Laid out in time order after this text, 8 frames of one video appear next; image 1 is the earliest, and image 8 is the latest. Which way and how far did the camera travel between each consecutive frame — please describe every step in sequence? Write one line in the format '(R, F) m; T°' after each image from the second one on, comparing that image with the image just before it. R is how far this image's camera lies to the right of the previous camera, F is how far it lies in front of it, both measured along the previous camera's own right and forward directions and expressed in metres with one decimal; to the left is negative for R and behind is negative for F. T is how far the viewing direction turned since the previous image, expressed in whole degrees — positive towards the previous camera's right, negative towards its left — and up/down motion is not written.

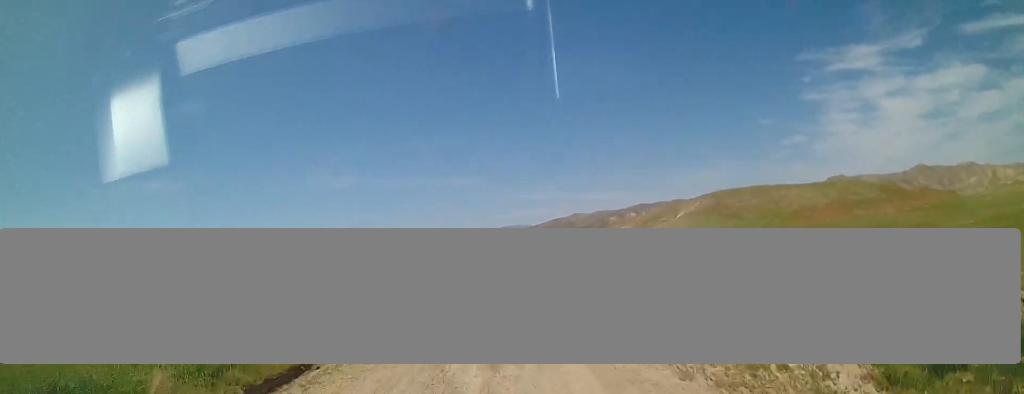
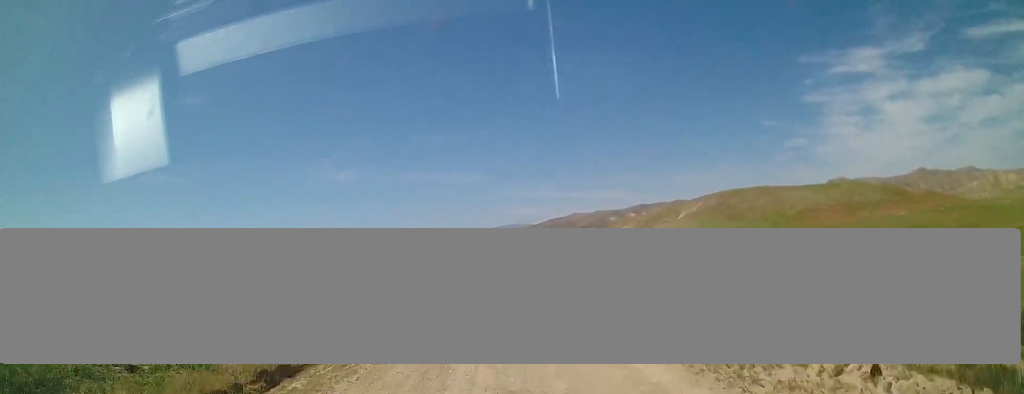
(0.0, +6.2) m; +1°
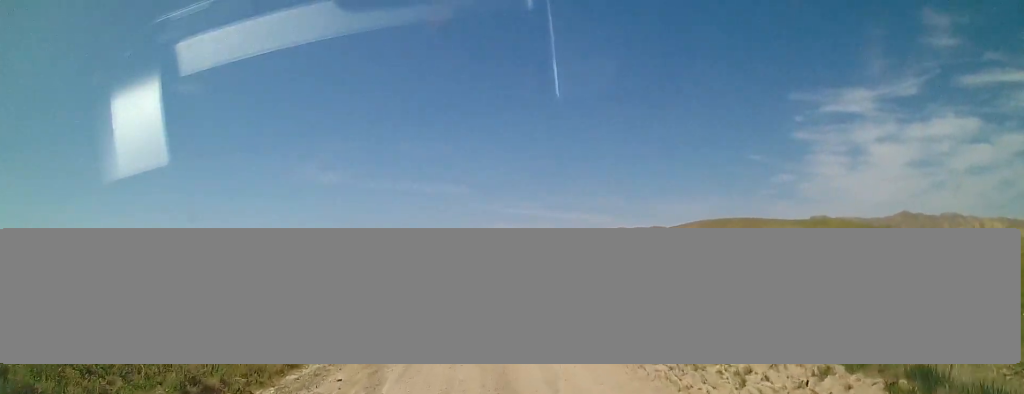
(+0.4, +13.0) m; +3°
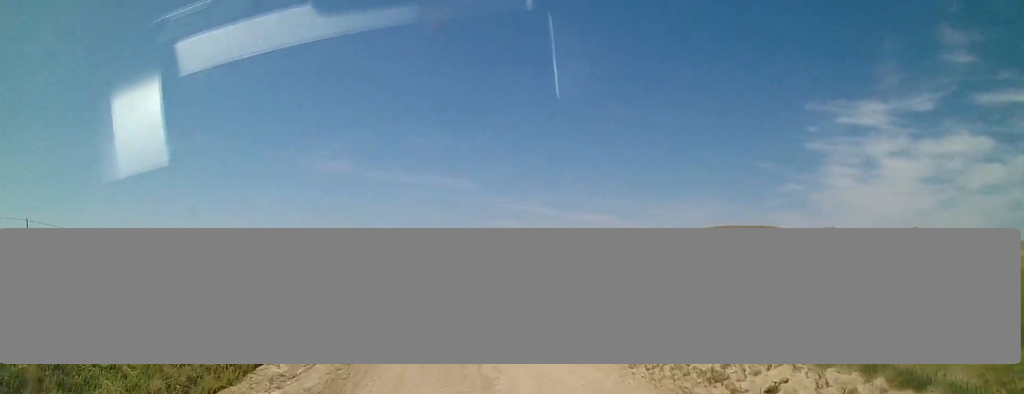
(0.0, +8.4) m; -3°
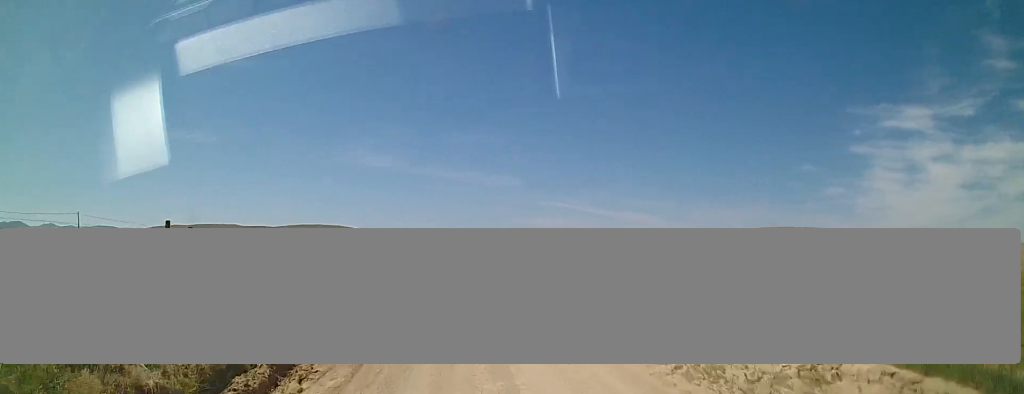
(-0.6, +10.8) m; -5°
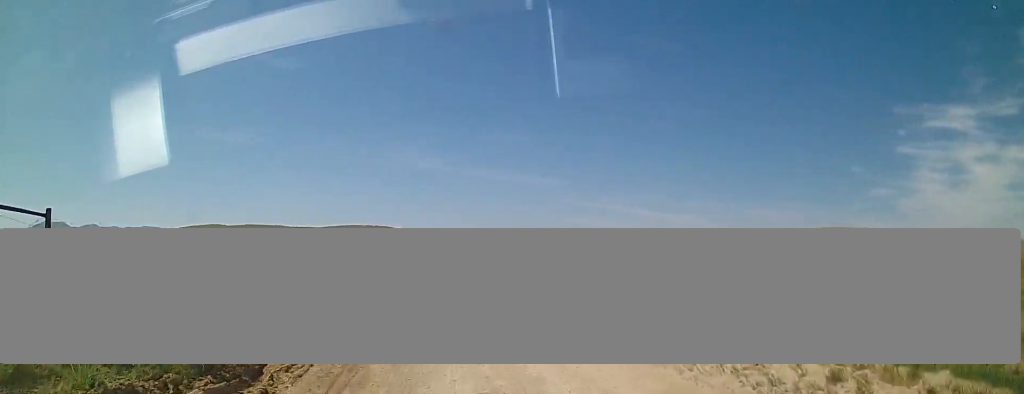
(-0.3, +13.0) m; -5°
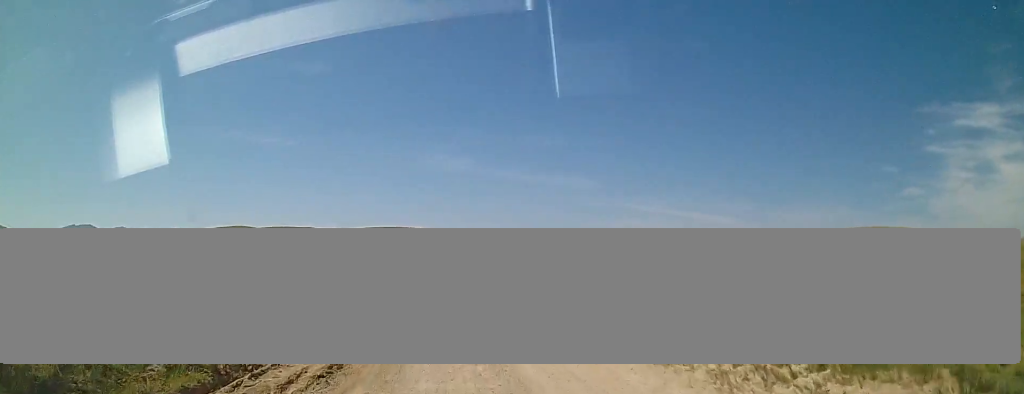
(-0.5, +7.1) m; -3°
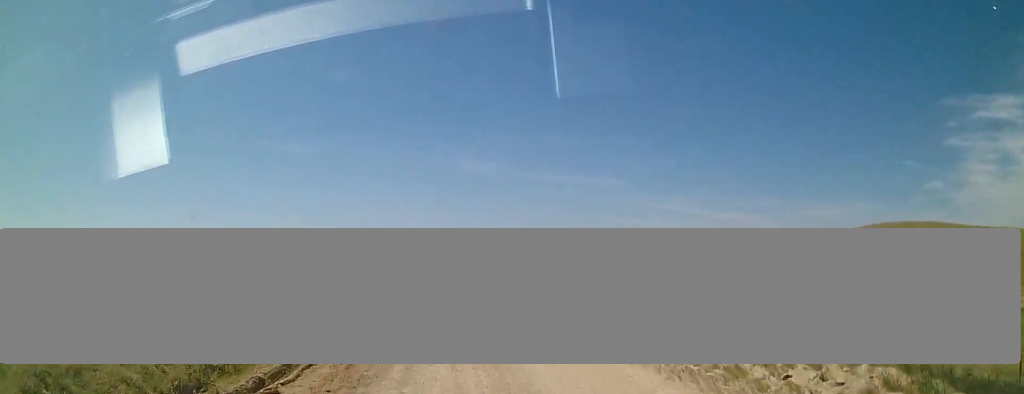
(-0.1, +5.8) m; -2°
